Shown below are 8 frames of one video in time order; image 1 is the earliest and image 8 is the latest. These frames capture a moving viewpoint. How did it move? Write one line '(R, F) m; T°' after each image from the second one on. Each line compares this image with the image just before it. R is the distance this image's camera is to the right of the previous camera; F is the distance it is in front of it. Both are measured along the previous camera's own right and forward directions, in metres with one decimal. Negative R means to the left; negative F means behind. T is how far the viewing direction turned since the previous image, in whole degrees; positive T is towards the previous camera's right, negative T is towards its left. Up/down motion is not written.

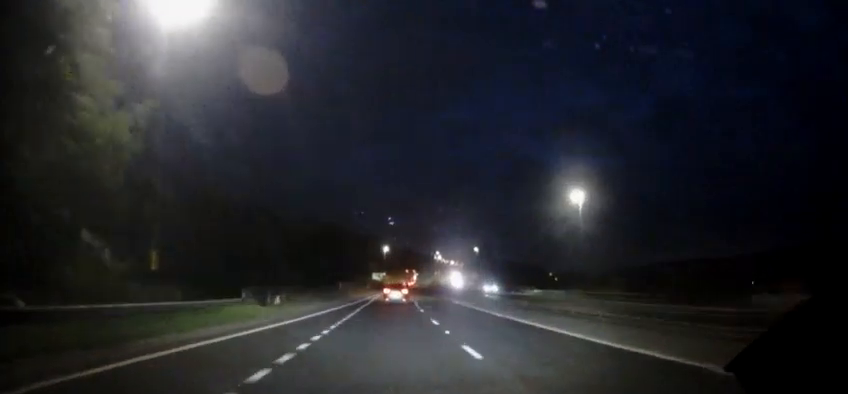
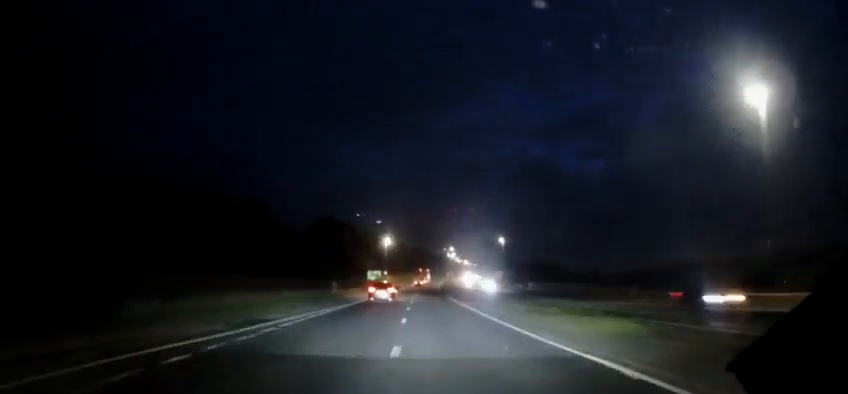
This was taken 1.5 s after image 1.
(-0.4, +34.8) m; 0°
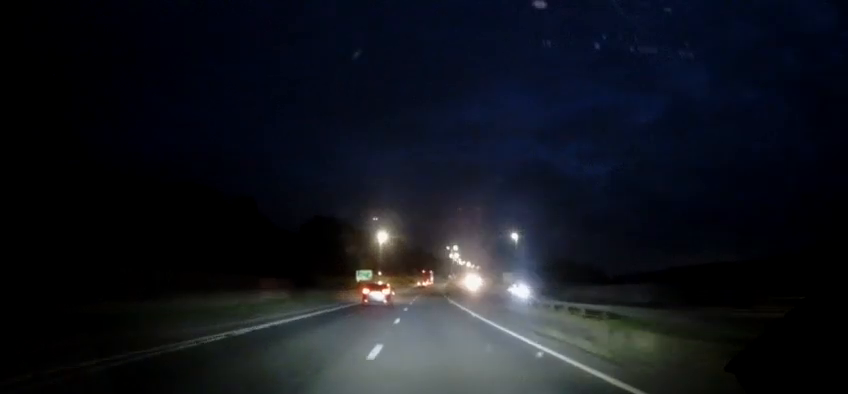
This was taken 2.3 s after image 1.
(+0.3, +17.5) m; 0°
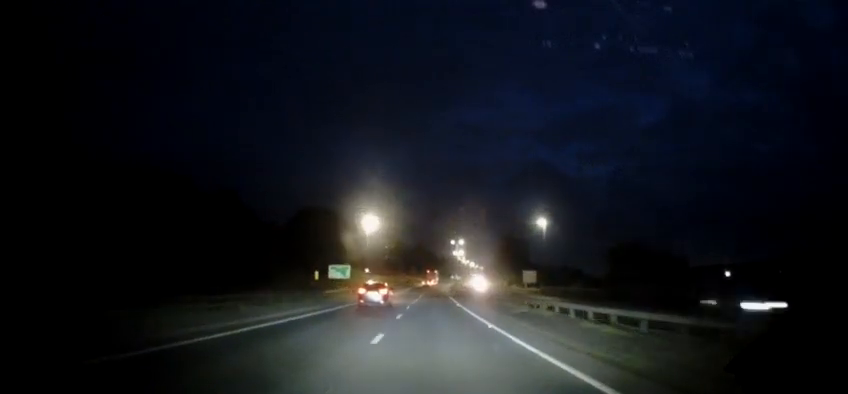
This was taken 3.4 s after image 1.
(-0.3, +25.2) m; 0°
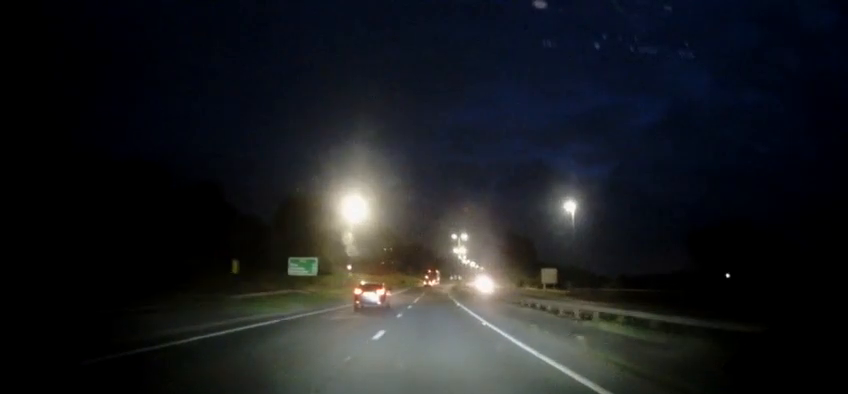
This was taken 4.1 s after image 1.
(+0.2, +17.8) m; +1°
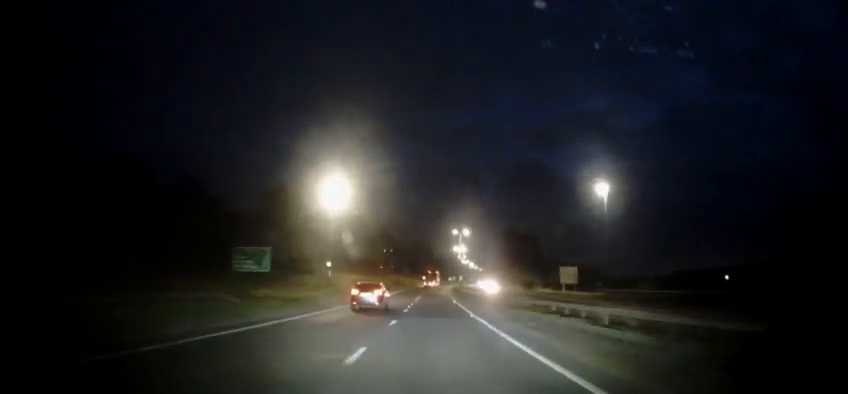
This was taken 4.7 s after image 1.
(0.0, +13.2) m; 0°
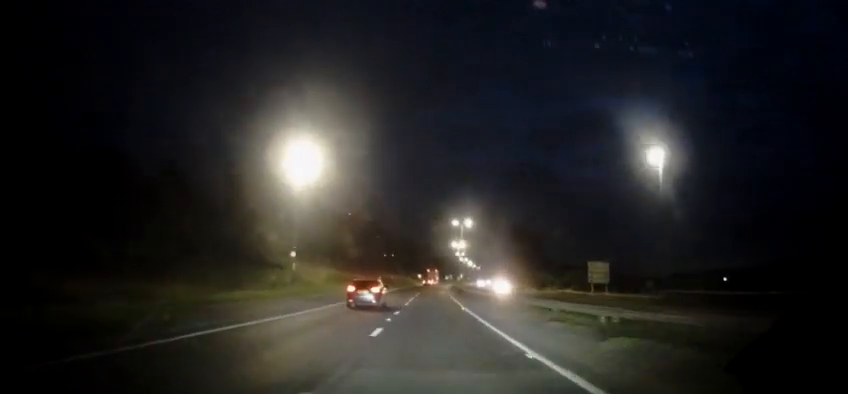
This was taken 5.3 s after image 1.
(-0.1, +14.1) m; 0°
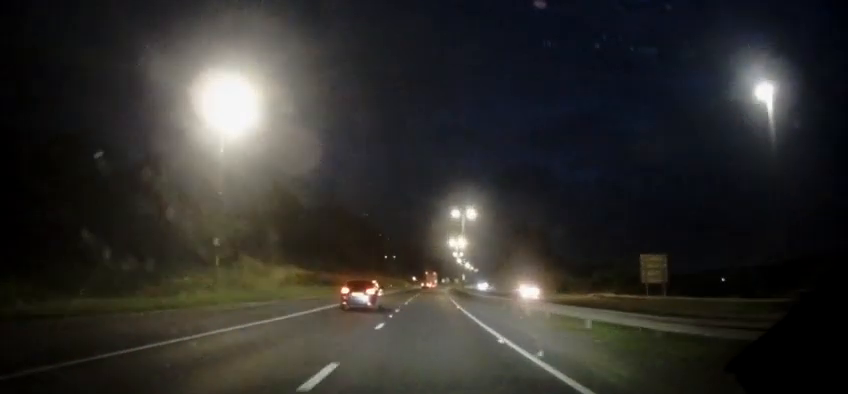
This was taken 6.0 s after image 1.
(+0.2, +15.8) m; +1°
